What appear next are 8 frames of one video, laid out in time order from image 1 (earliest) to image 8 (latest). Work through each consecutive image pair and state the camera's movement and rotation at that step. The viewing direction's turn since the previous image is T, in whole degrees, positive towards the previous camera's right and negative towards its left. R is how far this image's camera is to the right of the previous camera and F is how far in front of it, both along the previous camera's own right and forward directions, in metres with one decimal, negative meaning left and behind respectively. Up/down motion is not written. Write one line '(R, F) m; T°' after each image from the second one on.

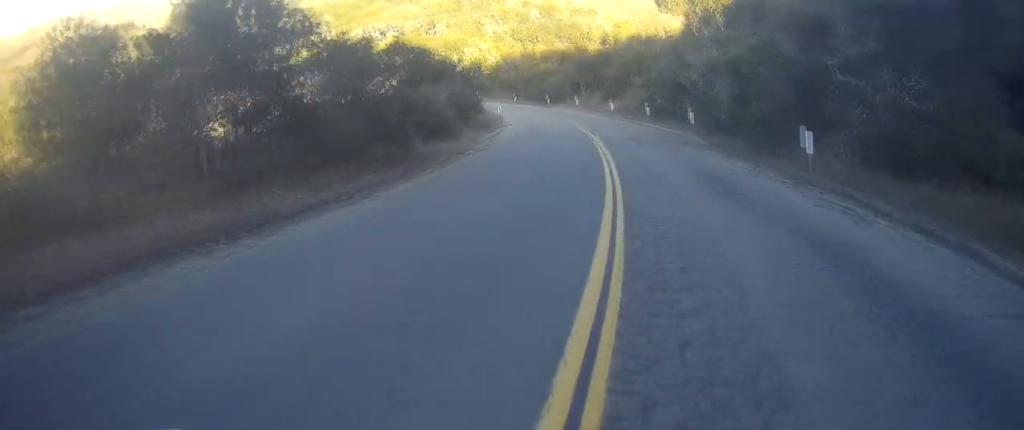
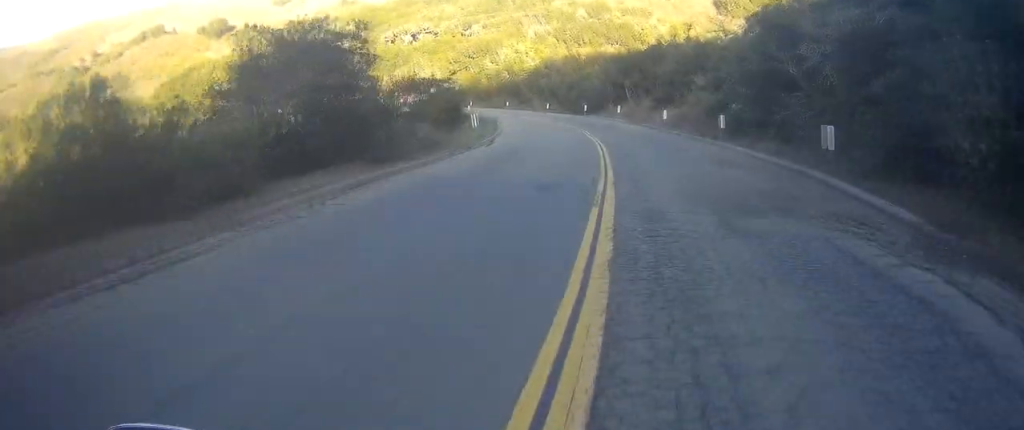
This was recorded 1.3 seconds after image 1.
(-2.3, +22.5) m; -9°
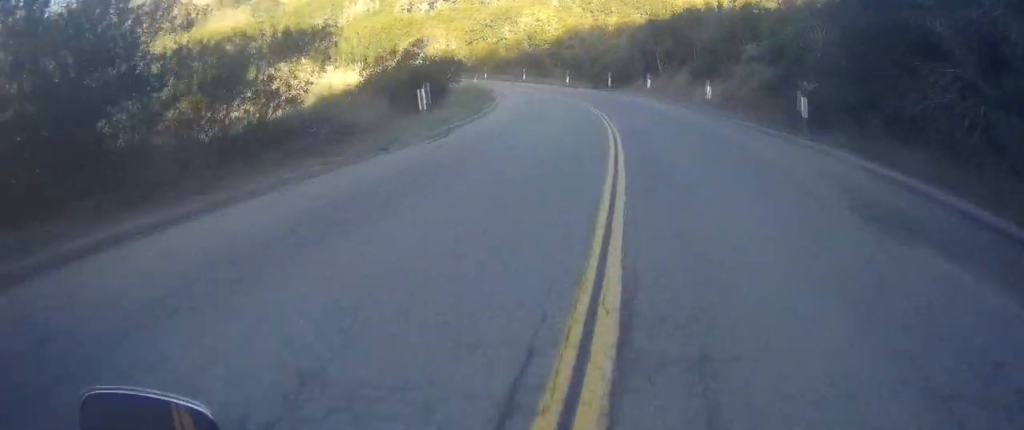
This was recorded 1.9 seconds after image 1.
(-0.3, +11.8) m; -2°
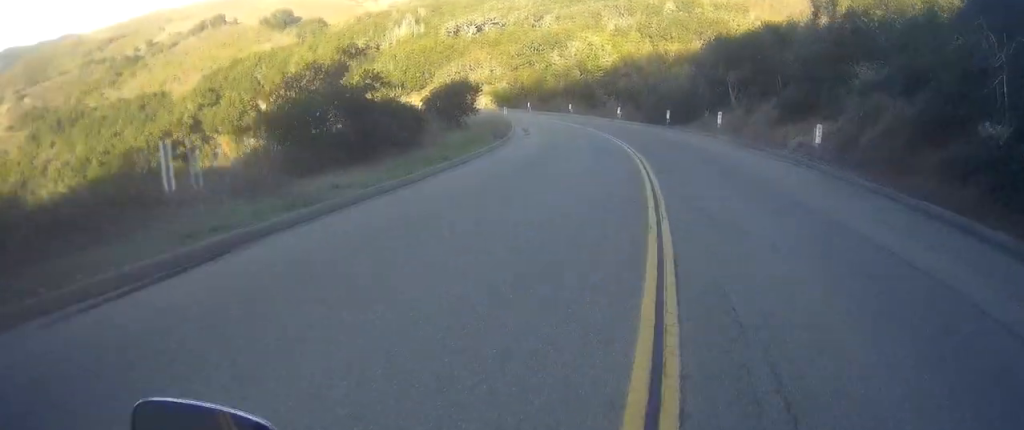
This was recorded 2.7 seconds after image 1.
(-0.2, +13.6) m; -3°
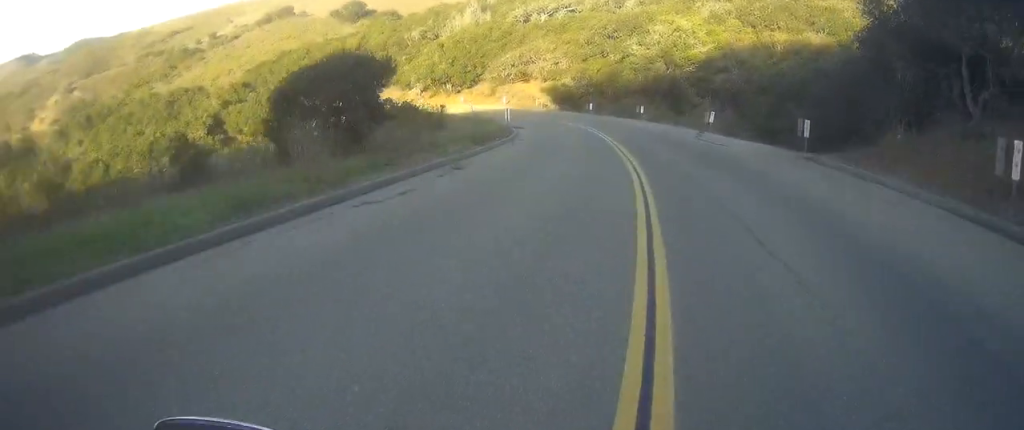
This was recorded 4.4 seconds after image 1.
(-1.4, +25.8) m; -7°
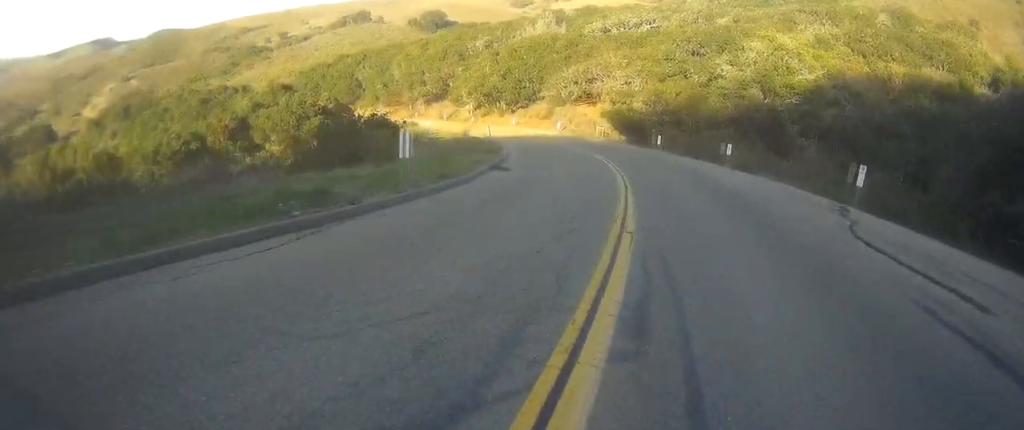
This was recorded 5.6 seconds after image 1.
(-1.4, +19.5) m; -8°
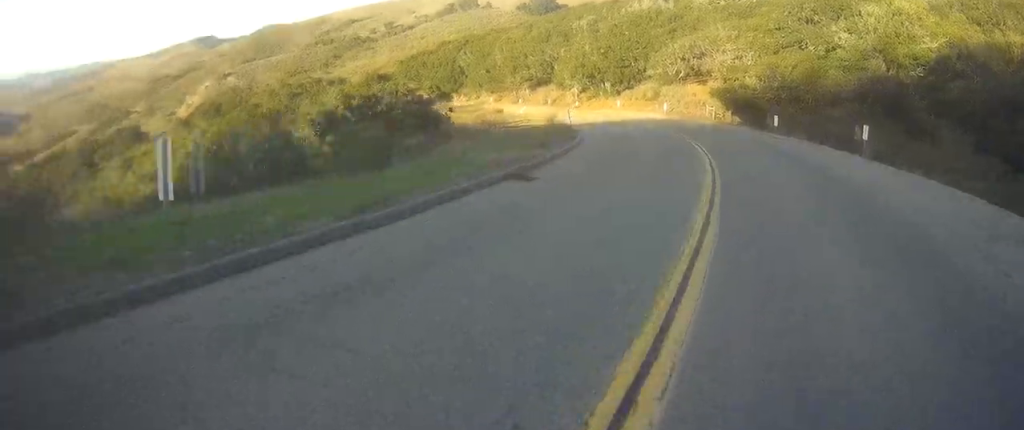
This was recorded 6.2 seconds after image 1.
(-0.4, +9.4) m; -3°
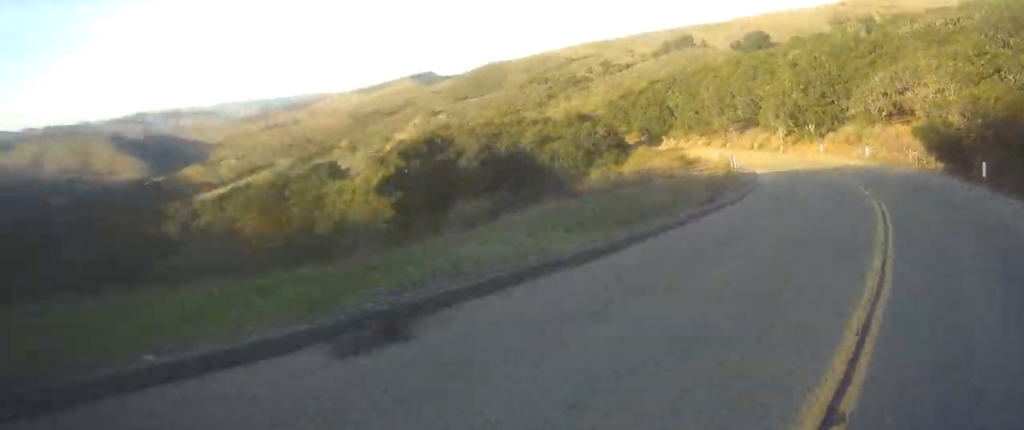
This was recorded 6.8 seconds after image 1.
(-0.3, +10.0) m; -3°
